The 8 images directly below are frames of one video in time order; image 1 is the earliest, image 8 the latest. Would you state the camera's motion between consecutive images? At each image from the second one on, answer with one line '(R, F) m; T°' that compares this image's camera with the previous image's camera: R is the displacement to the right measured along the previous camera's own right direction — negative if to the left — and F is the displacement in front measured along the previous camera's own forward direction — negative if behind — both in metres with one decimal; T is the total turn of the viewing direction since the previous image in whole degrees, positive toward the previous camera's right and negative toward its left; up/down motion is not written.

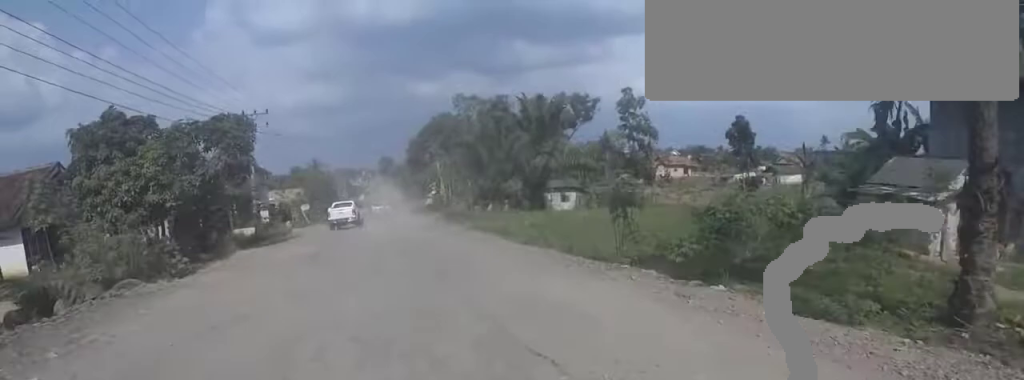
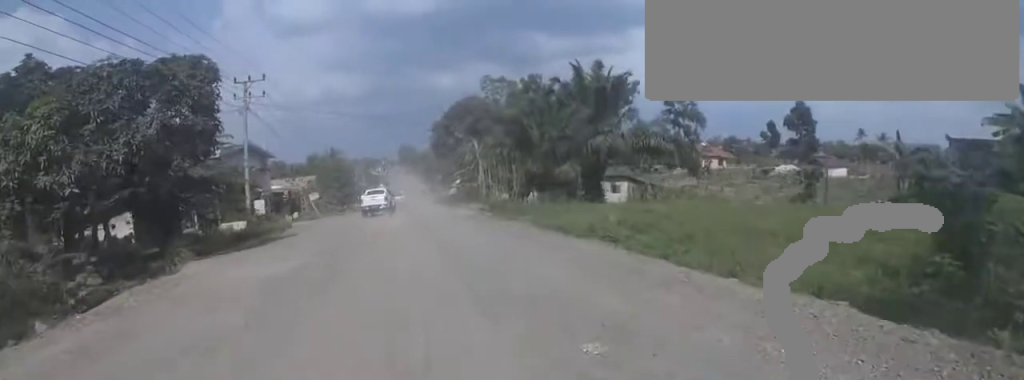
(-0.1, +7.3) m; 0°
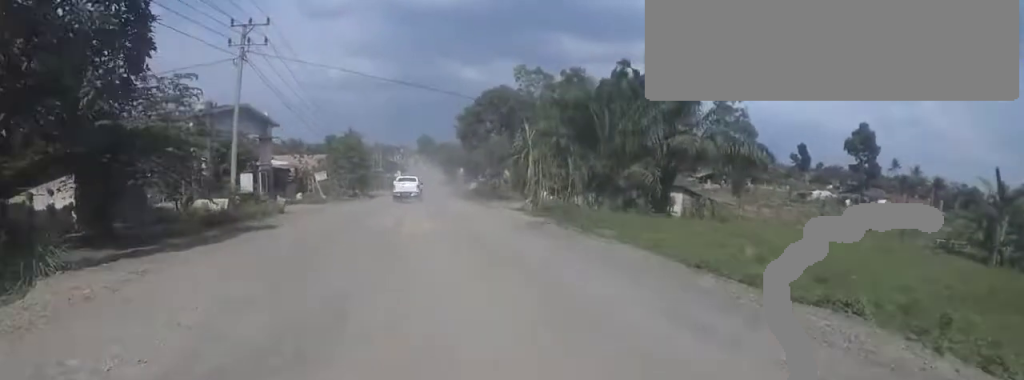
(0.0, +6.6) m; 0°
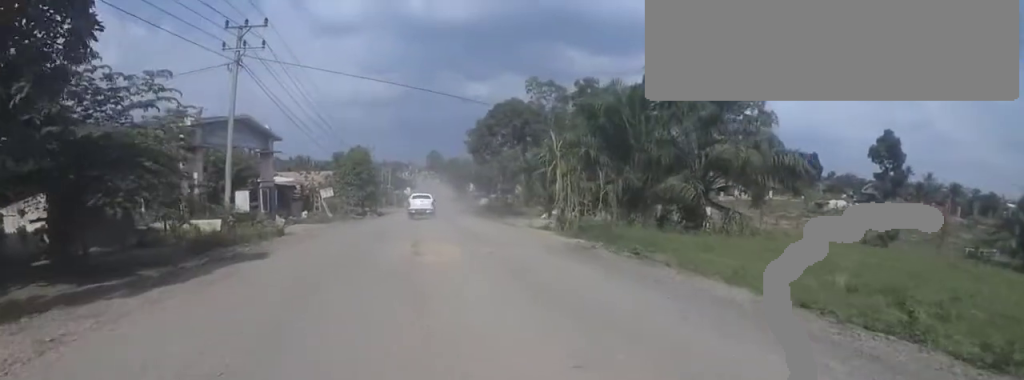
(0.0, +2.7) m; 0°
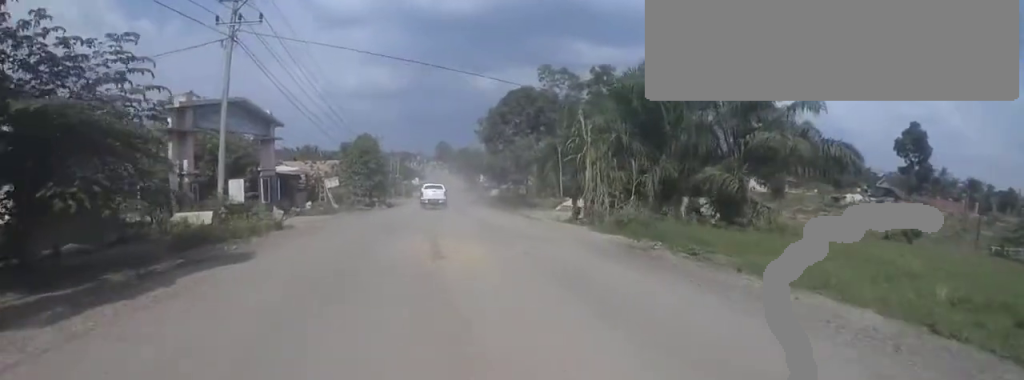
(0.0, +2.3) m; 0°
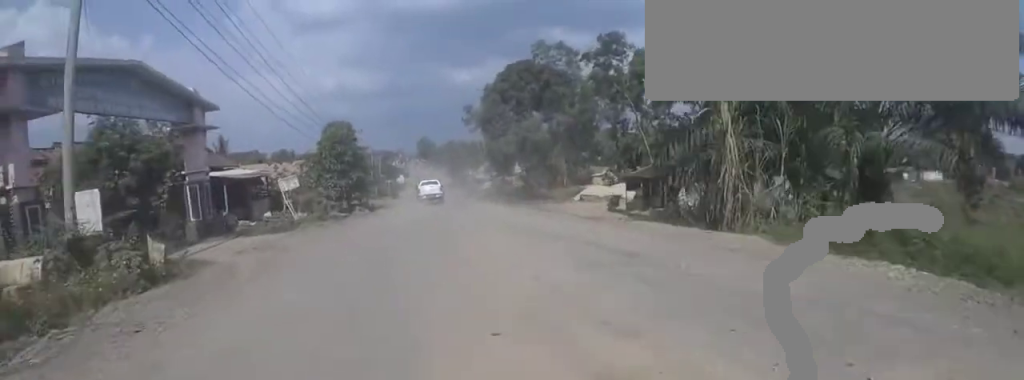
(+0.4, +9.7) m; +6°
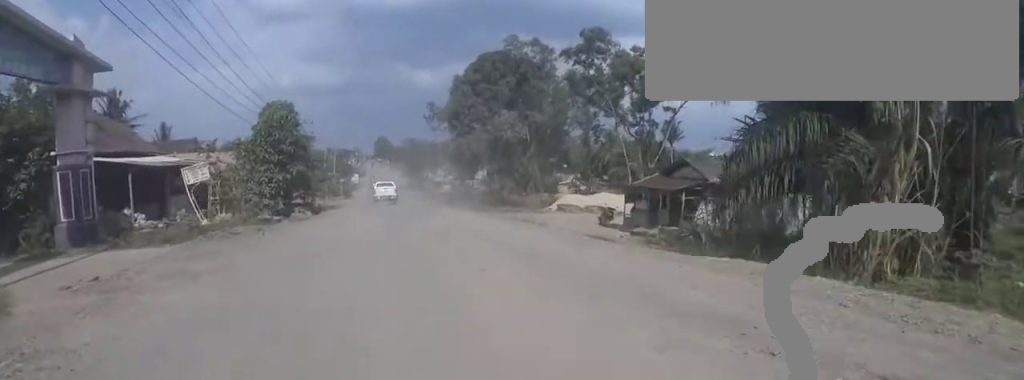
(+0.2, +5.6) m; +3°
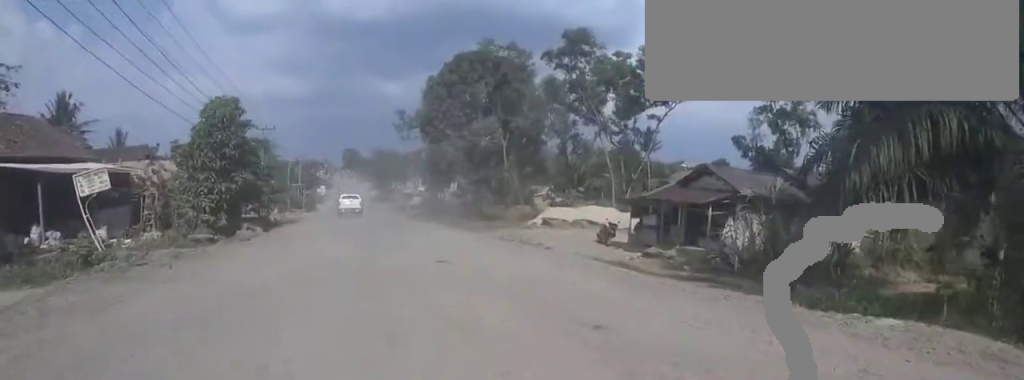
(0.0, +3.9) m; 0°
